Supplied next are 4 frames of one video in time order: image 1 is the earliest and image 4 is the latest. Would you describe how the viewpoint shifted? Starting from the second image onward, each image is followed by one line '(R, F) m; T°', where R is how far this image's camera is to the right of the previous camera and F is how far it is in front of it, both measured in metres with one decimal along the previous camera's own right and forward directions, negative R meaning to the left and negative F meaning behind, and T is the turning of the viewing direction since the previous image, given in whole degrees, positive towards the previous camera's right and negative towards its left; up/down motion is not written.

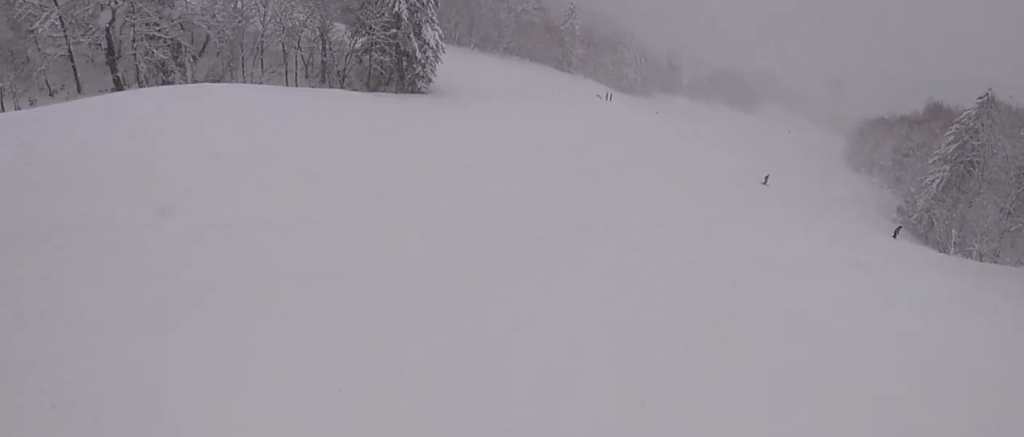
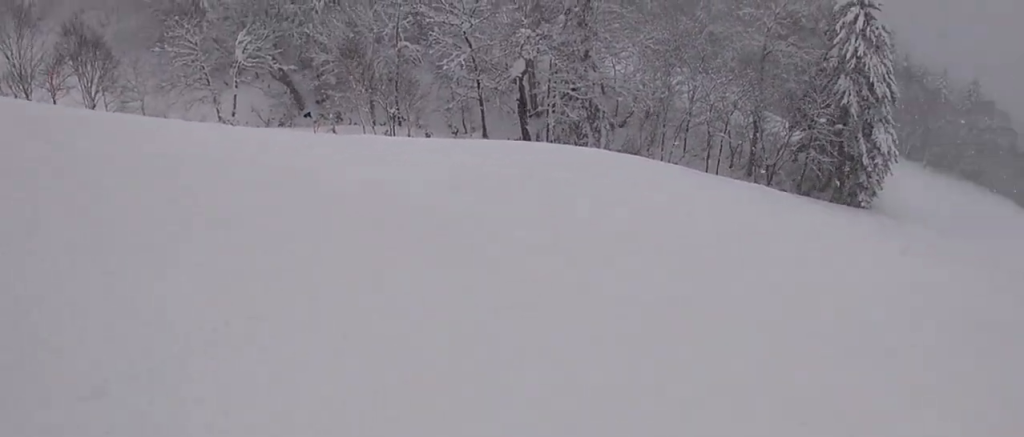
(-5.3, +6.7) m; -62°
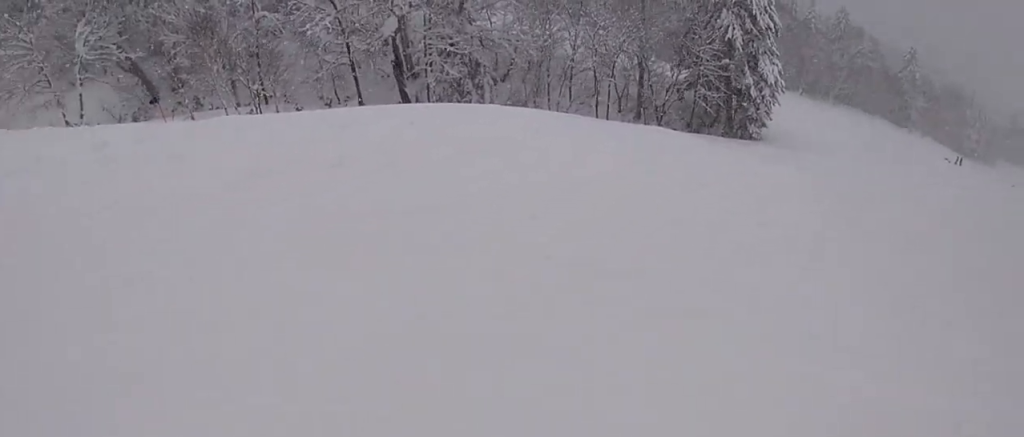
(-0.6, +2.3) m; +3°
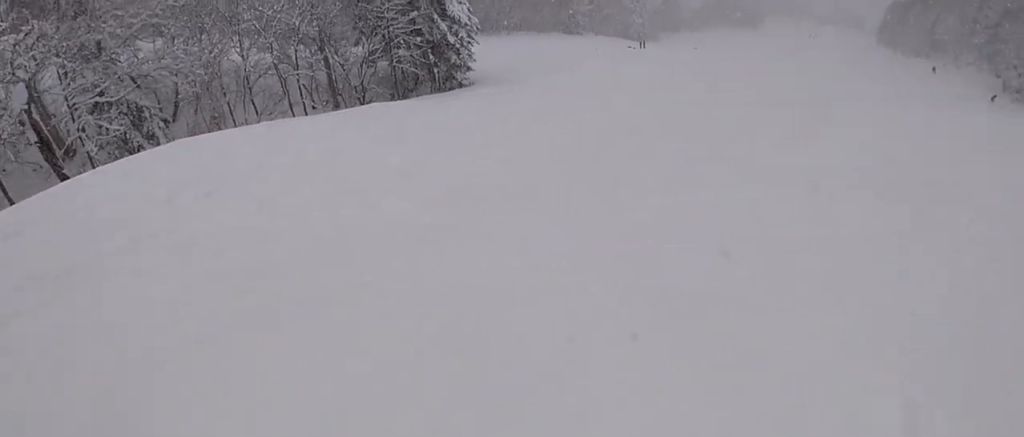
(+3.1, +4.2) m; +87°
